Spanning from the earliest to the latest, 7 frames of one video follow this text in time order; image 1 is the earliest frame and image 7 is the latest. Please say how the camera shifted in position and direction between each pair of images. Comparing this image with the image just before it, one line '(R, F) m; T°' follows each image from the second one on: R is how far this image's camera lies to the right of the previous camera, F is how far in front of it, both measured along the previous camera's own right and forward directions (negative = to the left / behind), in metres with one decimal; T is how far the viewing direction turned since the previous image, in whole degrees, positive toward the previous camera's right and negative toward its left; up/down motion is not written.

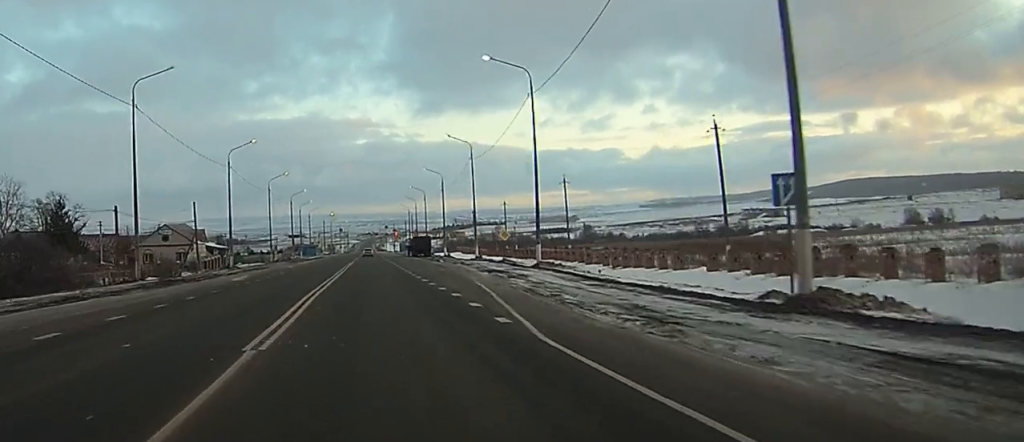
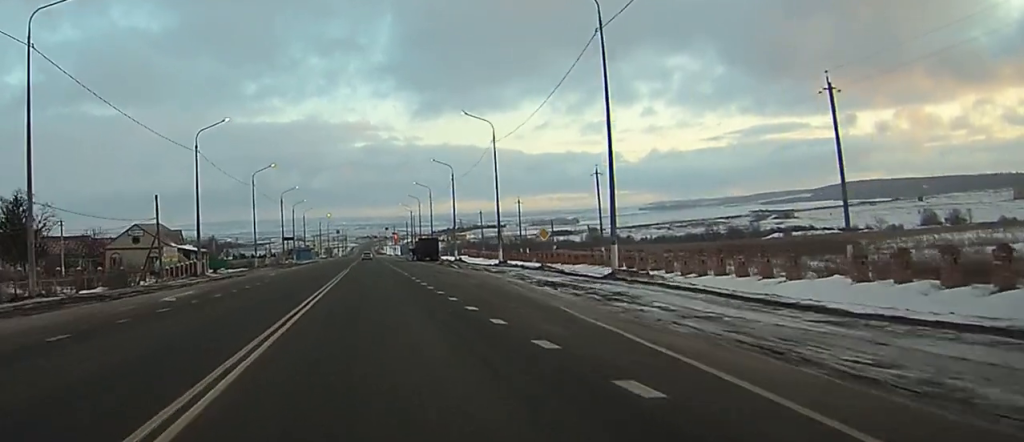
(0.0, +15.2) m; 0°
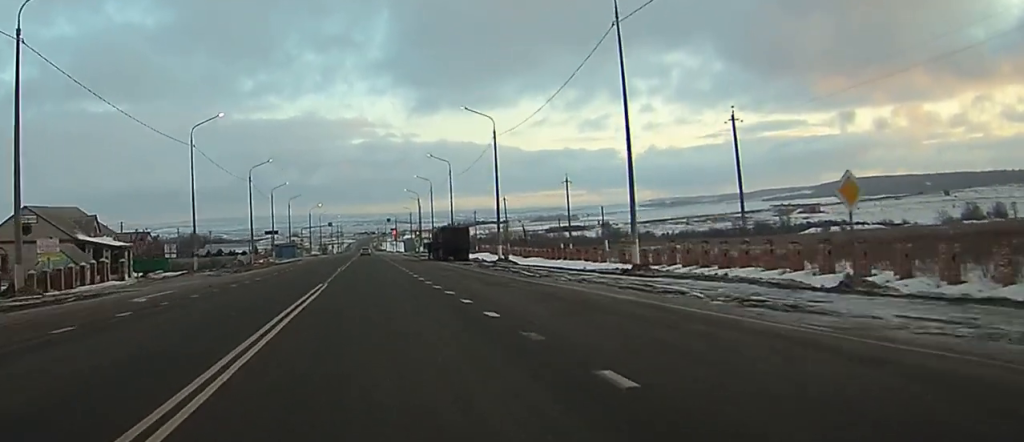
(+0.1, +34.8) m; 0°
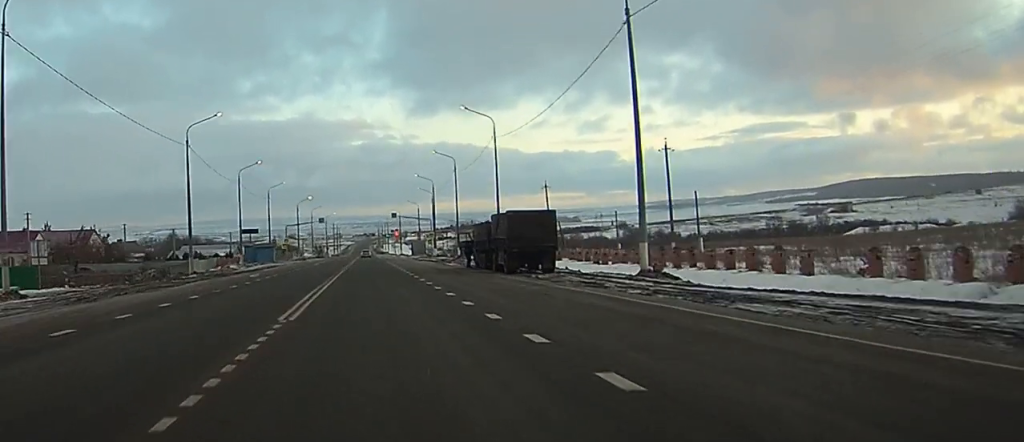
(+0.1, +35.6) m; 0°
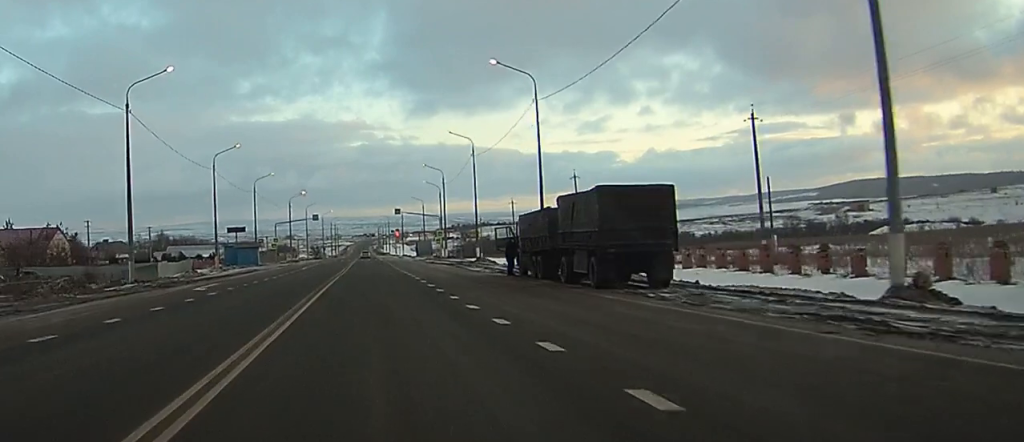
(0.0, +16.7) m; 0°
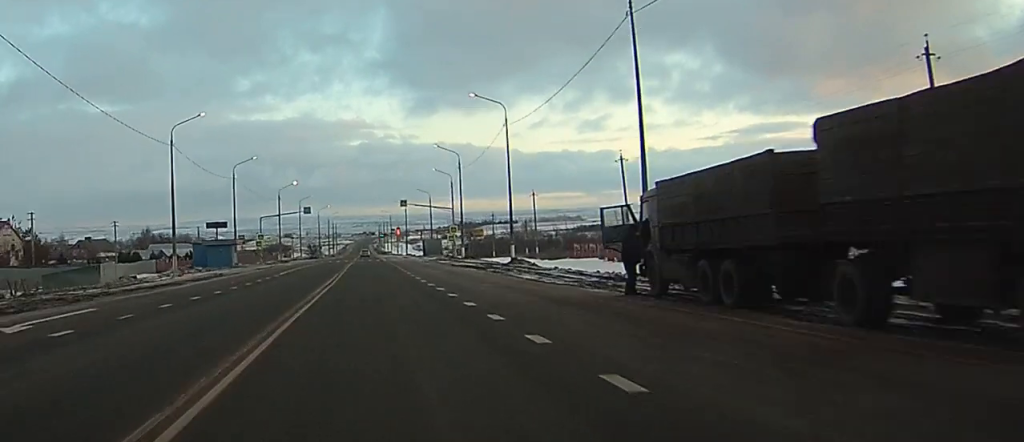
(0.0, +18.9) m; 0°
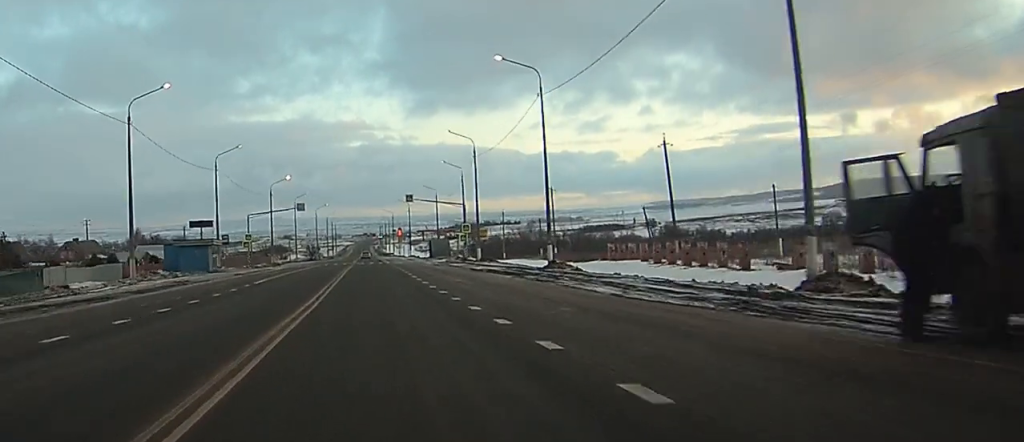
(+0.1, +12.3) m; 0°
